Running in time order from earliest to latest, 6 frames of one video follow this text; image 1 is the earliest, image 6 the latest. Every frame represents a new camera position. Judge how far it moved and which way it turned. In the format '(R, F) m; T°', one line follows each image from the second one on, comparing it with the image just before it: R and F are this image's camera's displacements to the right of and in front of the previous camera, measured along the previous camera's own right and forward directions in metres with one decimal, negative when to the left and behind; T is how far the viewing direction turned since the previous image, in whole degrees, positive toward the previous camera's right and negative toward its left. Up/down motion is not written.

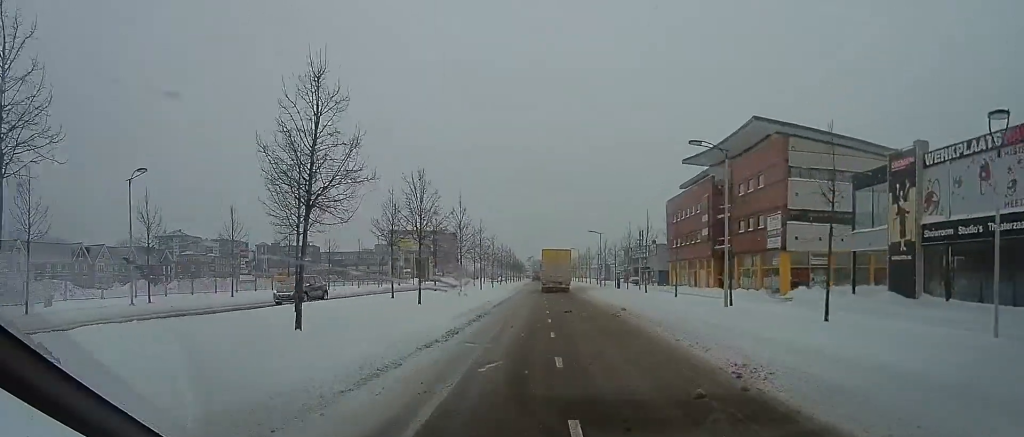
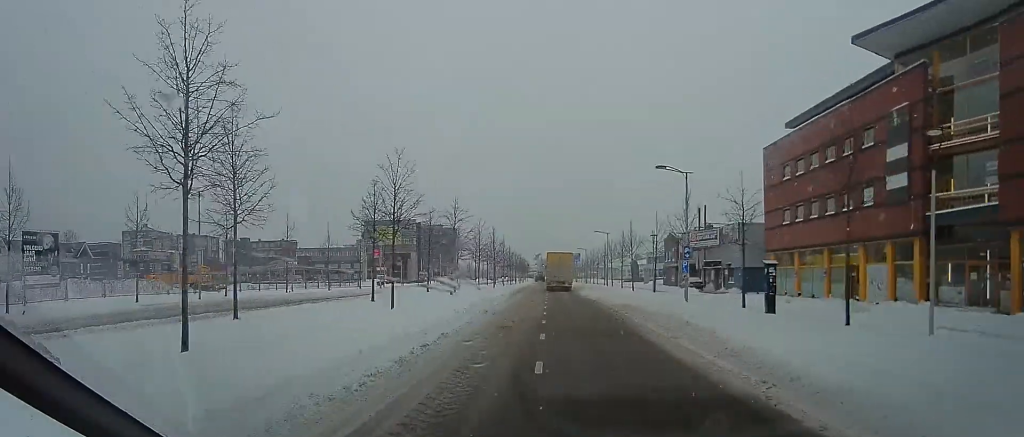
(0.0, +32.0) m; 0°
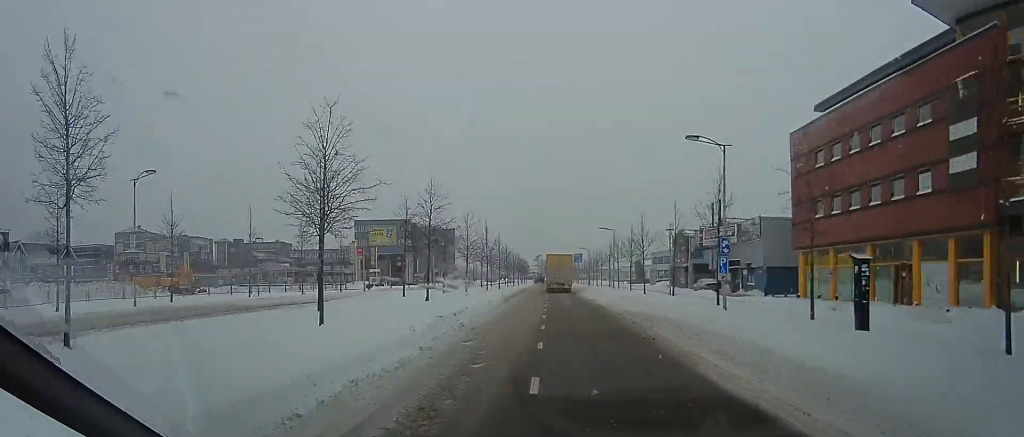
(0.0, +5.1) m; 0°
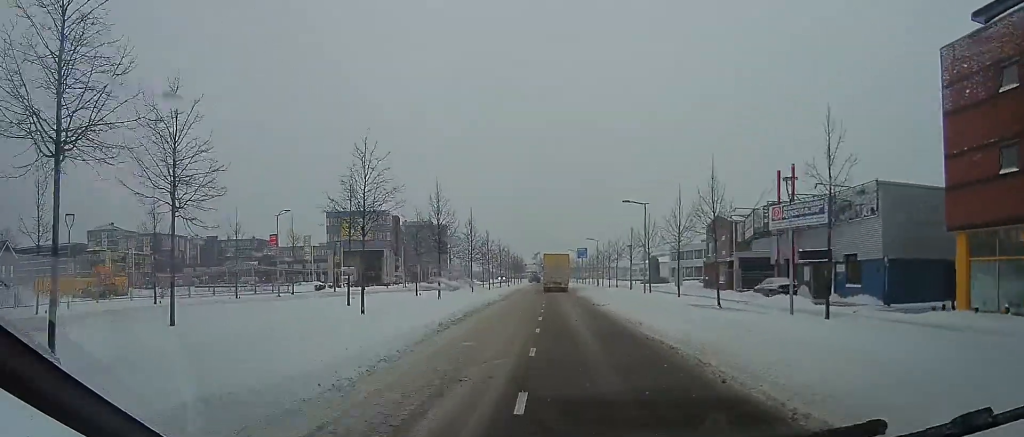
(0.0, +16.5) m; 0°
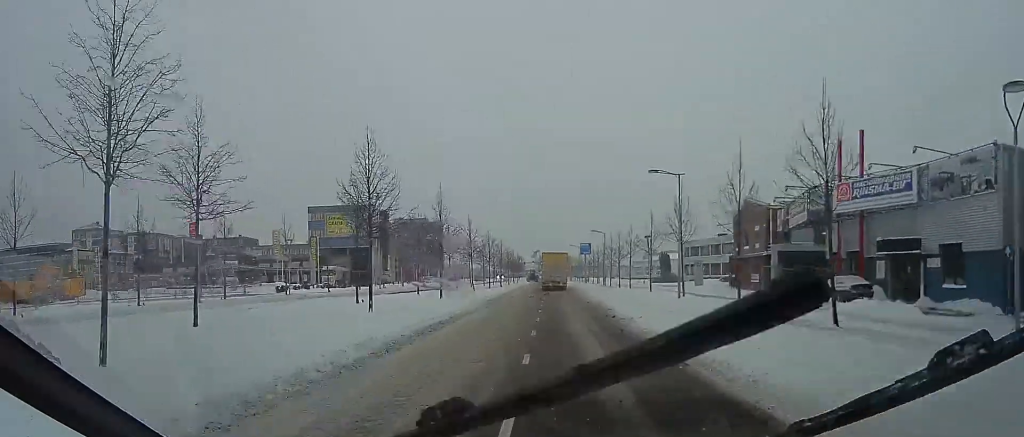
(0.0, +8.8) m; 0°
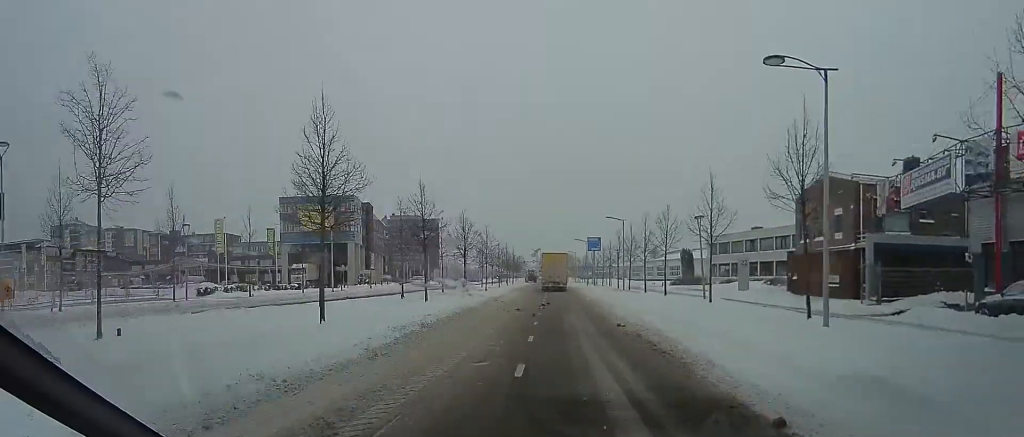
(0.0, +12.9) m; 0°
